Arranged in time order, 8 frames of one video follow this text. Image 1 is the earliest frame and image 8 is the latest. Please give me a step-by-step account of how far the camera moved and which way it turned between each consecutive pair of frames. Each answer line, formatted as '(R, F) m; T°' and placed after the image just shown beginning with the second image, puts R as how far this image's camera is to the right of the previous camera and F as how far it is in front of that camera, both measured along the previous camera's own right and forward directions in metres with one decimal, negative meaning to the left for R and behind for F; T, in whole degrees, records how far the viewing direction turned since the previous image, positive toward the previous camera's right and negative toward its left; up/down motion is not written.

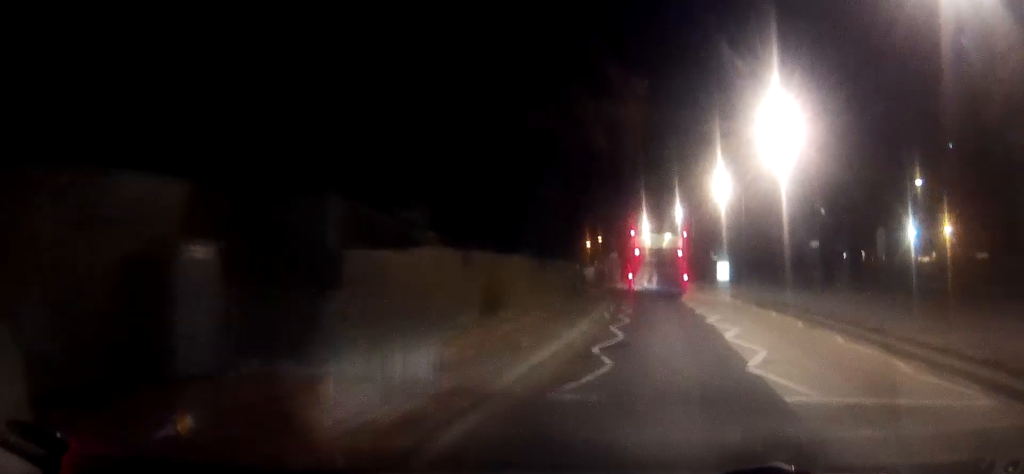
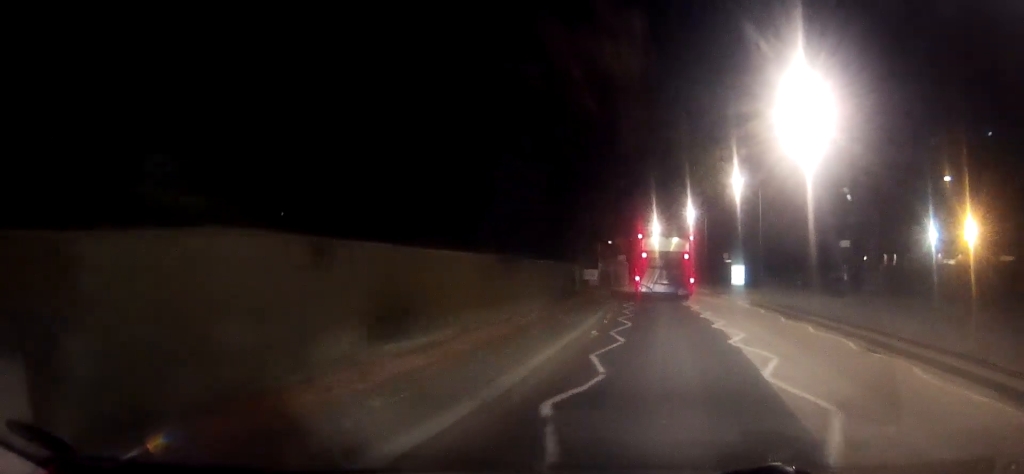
(-0.1, +5.1) m; -1°
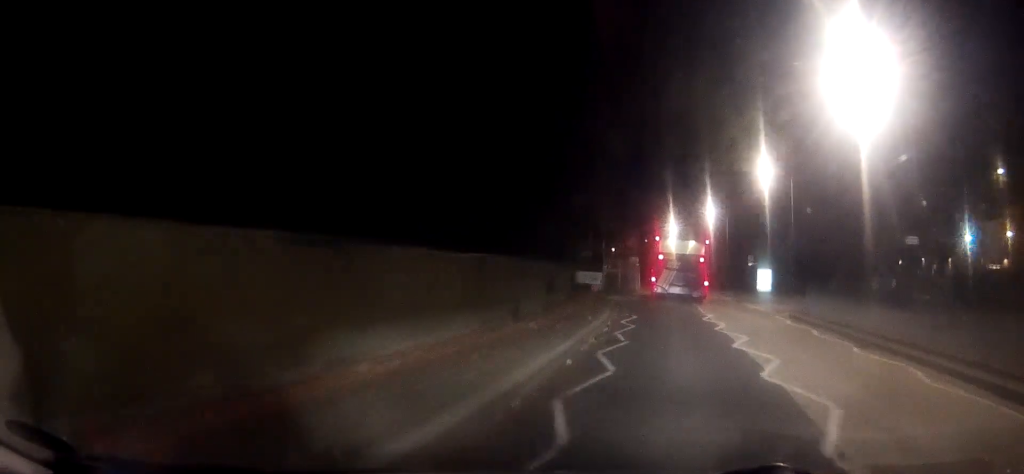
(-0.1, +8.4) m; -2°
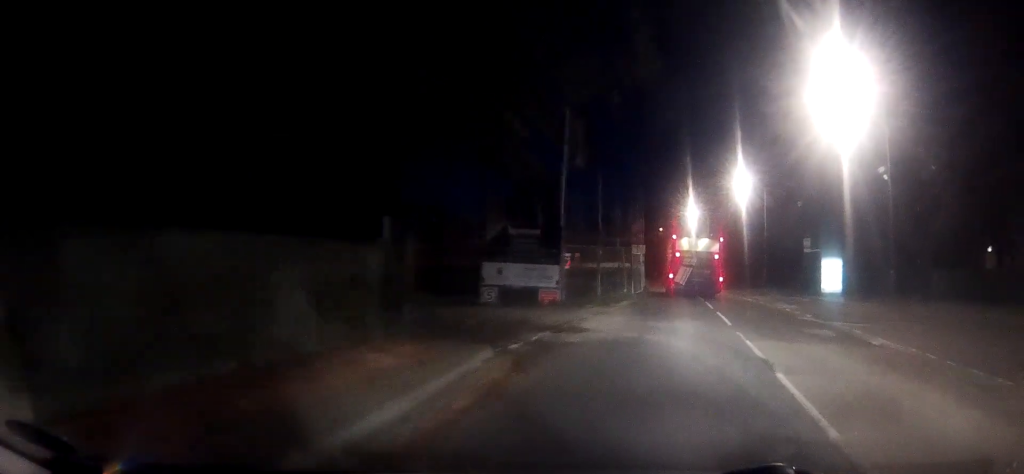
(-1.0, +20.6) m; -4°
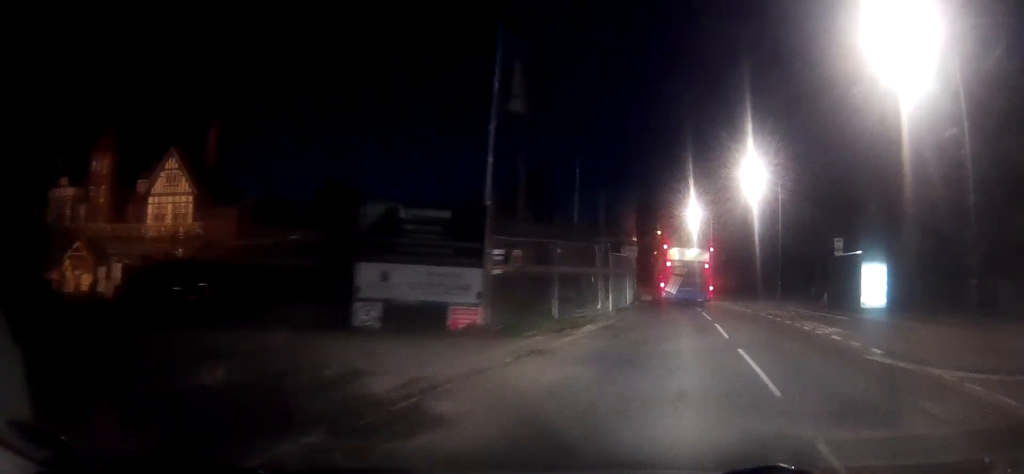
(0.0, +9.1) m; 0°
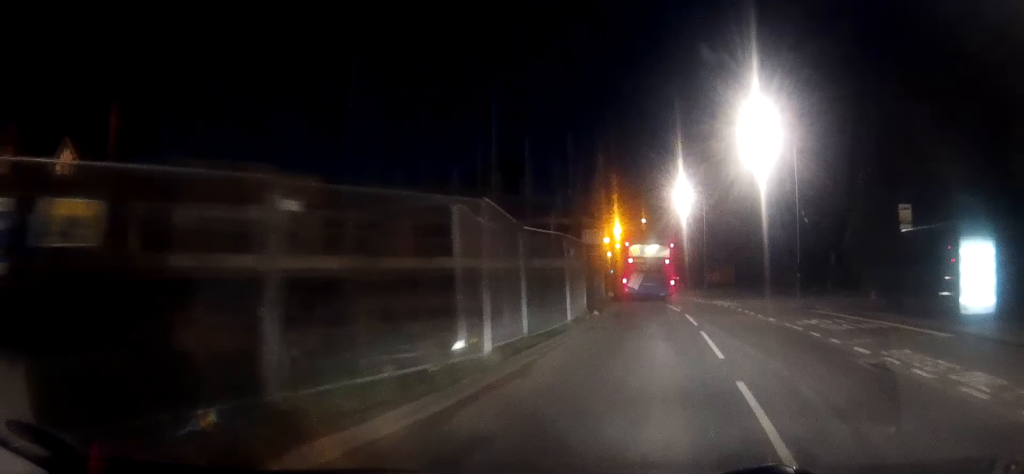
(+0.1, +12.5) m; +1°
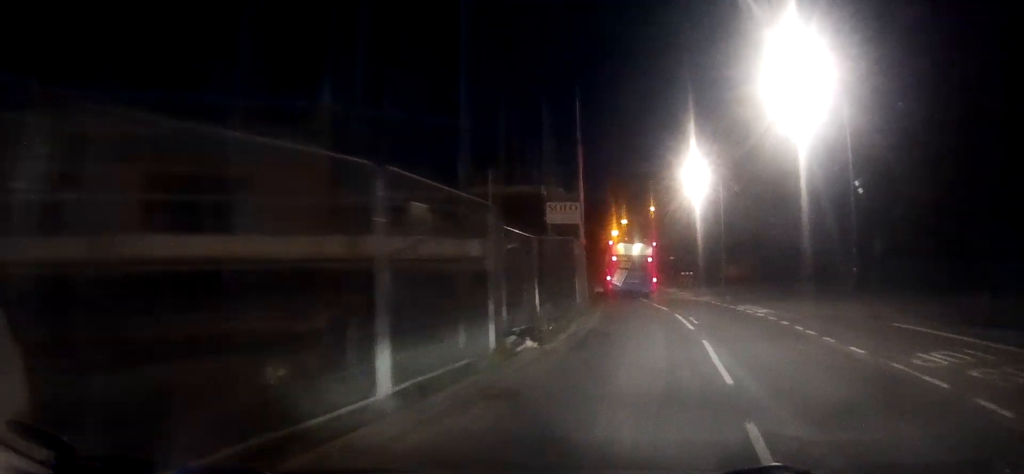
(0.0, +10.6) m; -1°
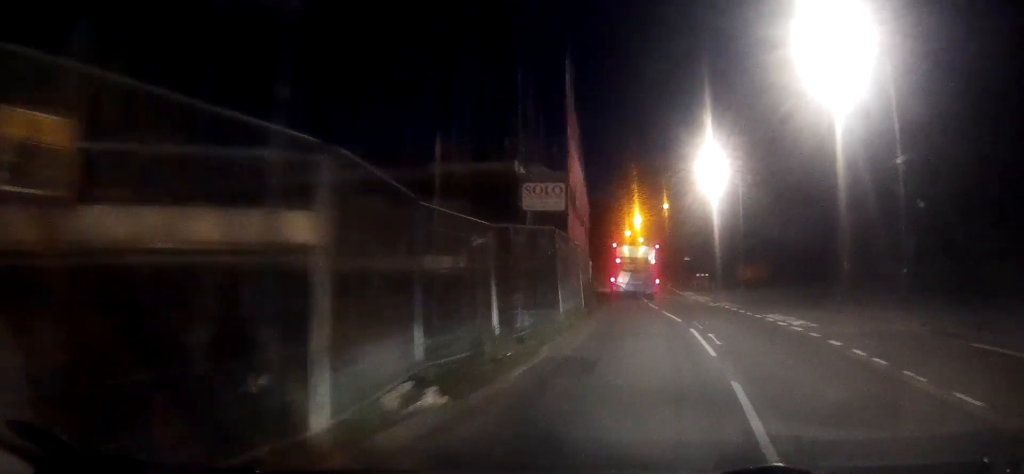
(0.0, +5.1) m; -1°
